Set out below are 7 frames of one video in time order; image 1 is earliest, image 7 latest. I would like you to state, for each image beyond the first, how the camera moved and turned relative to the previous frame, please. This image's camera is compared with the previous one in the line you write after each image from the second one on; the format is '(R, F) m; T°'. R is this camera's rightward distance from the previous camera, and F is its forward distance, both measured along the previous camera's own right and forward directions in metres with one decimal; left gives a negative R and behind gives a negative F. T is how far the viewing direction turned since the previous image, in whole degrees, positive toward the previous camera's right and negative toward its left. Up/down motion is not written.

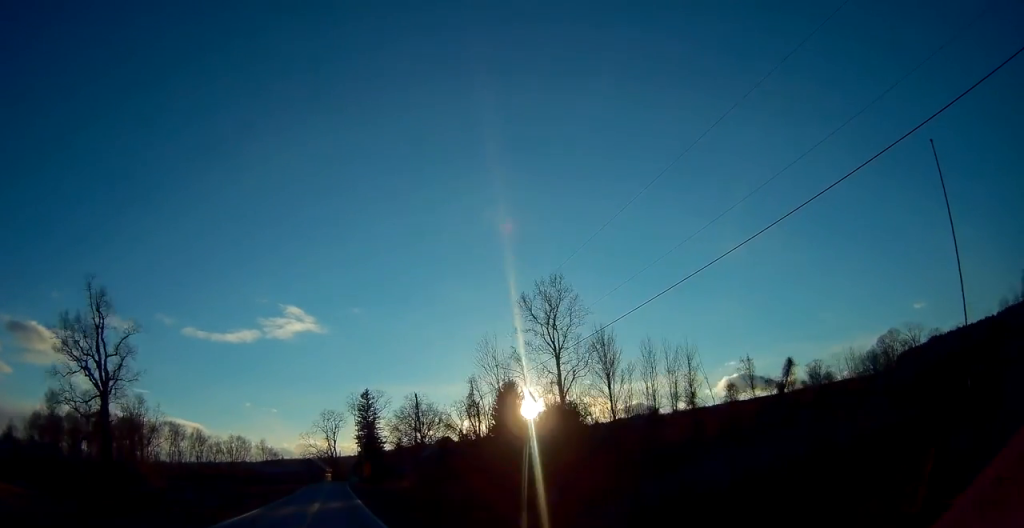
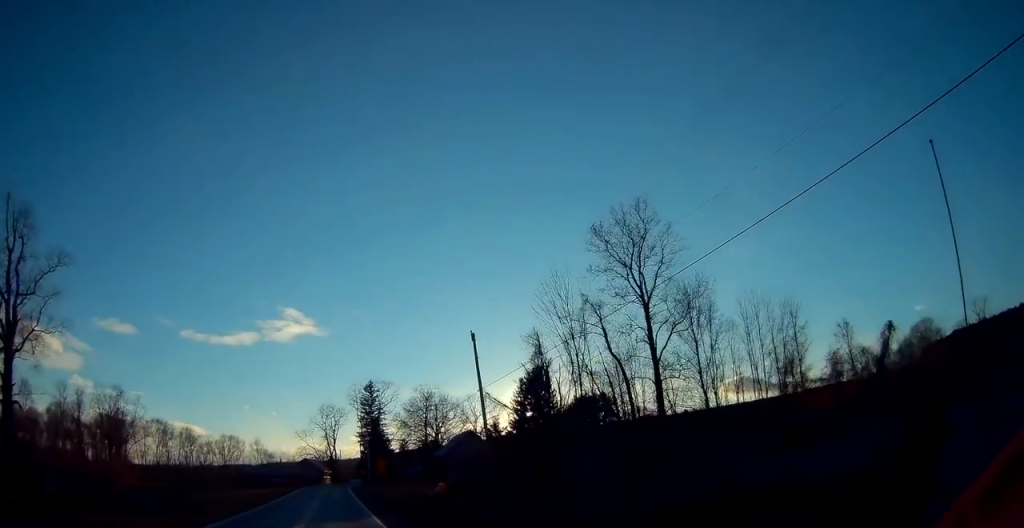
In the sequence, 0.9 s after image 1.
(+0.1, +20.6) m; 0°
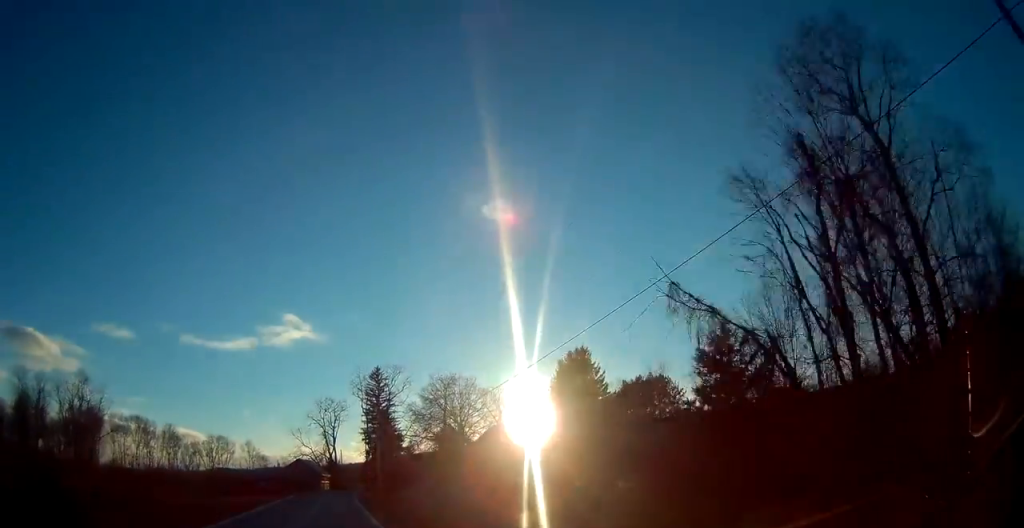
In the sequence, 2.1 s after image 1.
(0.0, +26.6) m; +1°
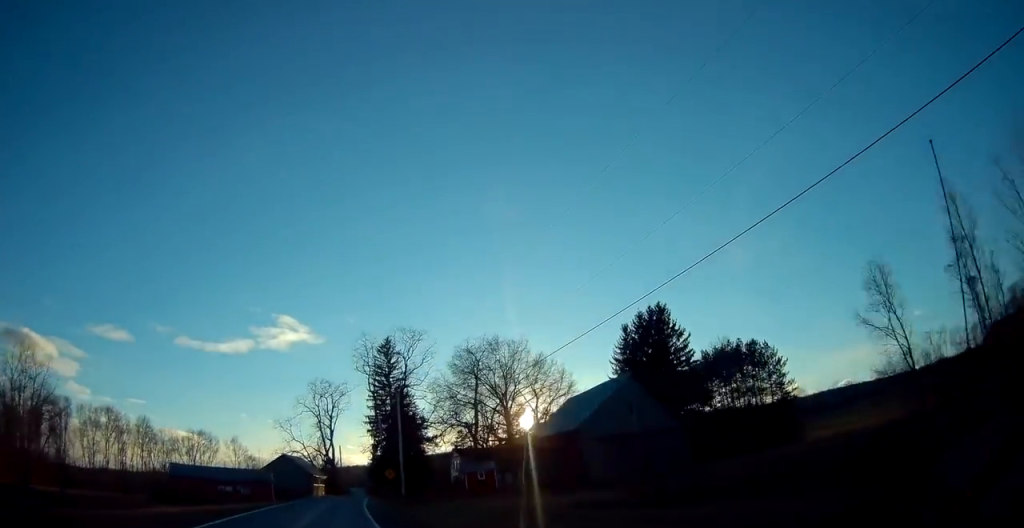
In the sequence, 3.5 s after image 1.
(+0.3, +30.1) m; 0°
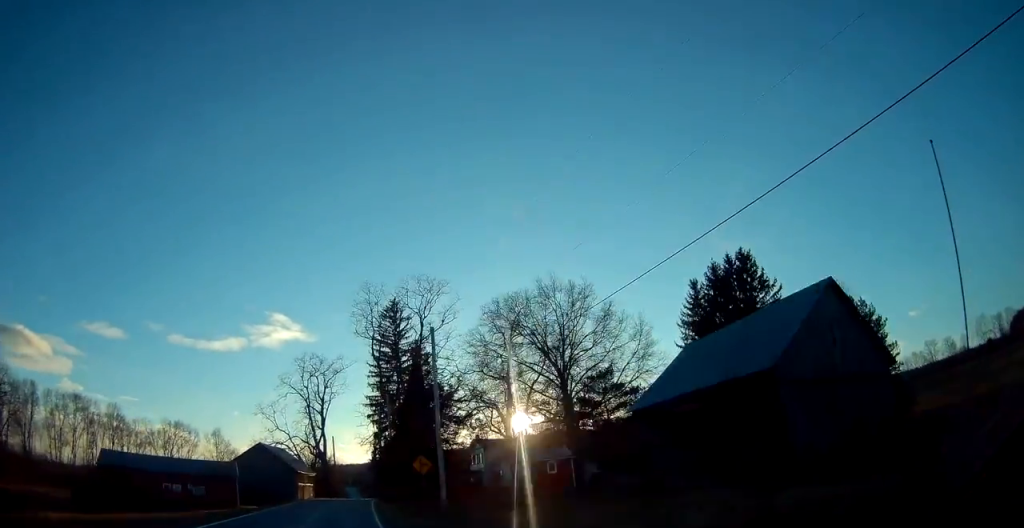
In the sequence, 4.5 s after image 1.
(-0.3, +22.8) m; 0°
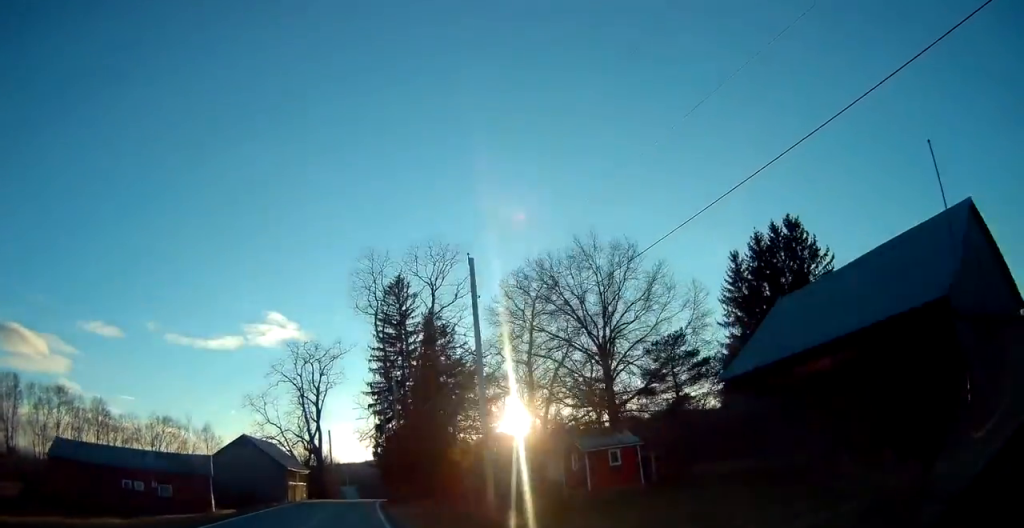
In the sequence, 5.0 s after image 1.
(+0.1, +9.4) m; +1°
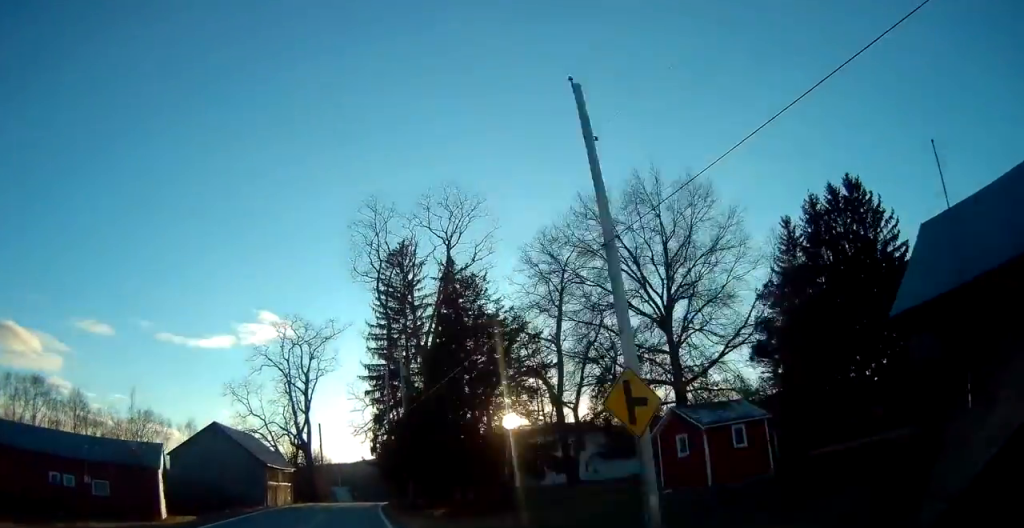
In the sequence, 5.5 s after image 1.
(0.0, +12.0) m; +1°
